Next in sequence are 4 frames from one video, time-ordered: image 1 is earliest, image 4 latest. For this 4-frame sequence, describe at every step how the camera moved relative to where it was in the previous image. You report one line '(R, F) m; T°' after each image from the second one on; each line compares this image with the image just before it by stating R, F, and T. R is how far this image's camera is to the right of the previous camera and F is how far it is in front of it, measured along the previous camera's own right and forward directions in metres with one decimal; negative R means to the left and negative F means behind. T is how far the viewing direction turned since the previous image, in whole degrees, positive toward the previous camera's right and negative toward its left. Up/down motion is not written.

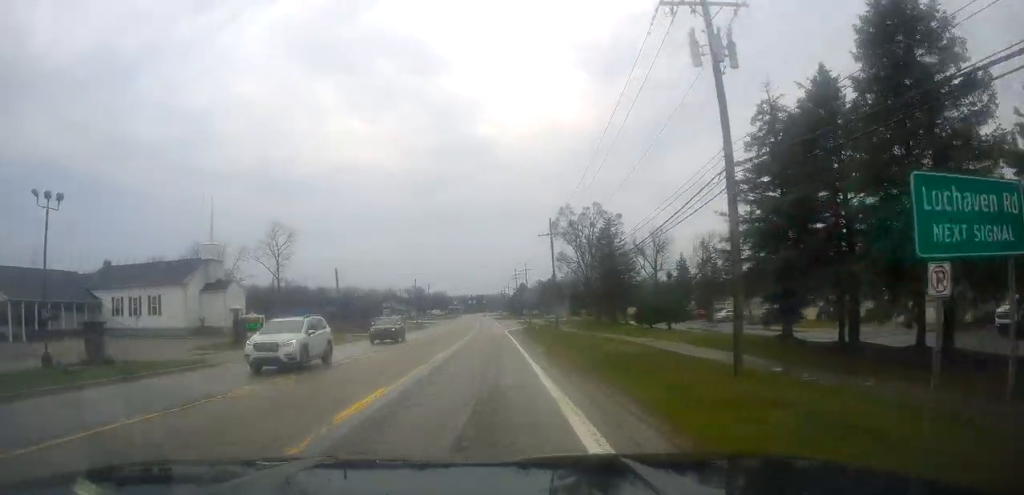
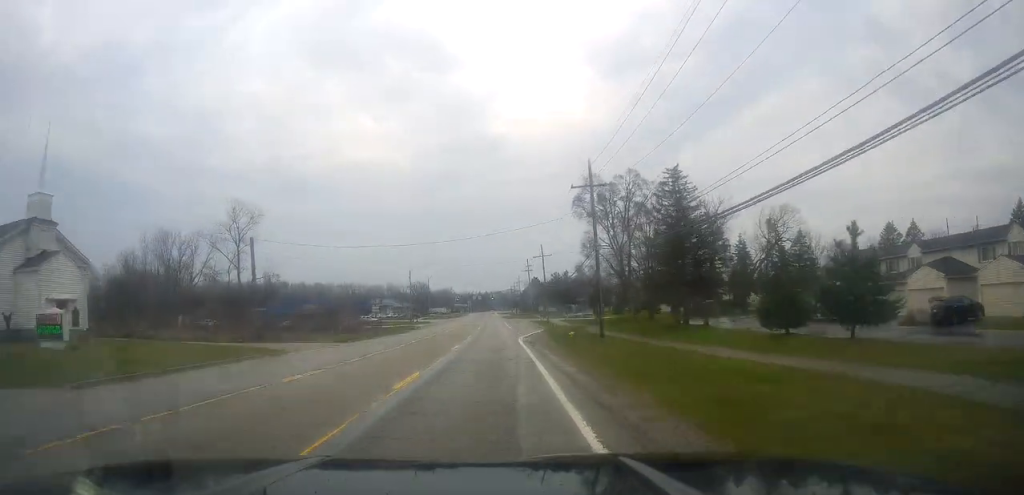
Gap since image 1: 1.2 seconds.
(0.0, +26.2) m; 0°
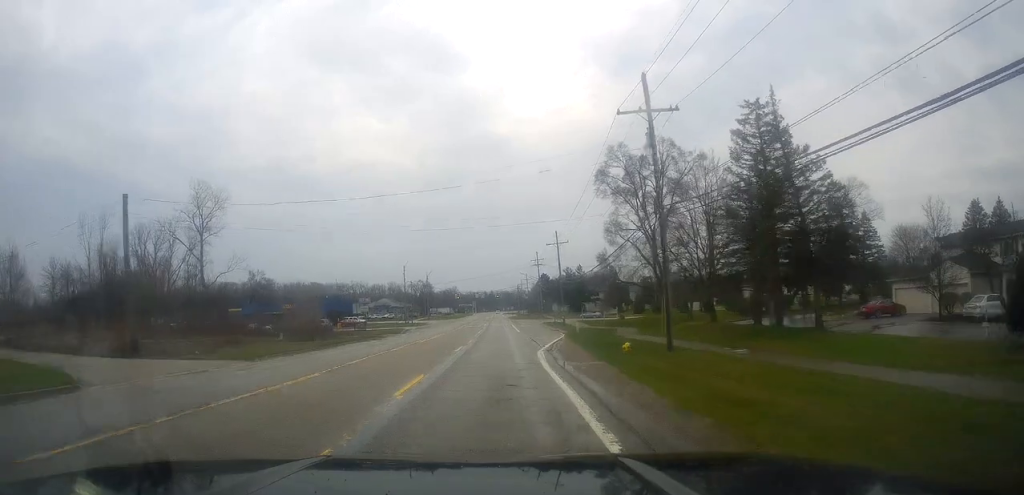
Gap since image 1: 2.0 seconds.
(+0.2, +16.7) m; -1°
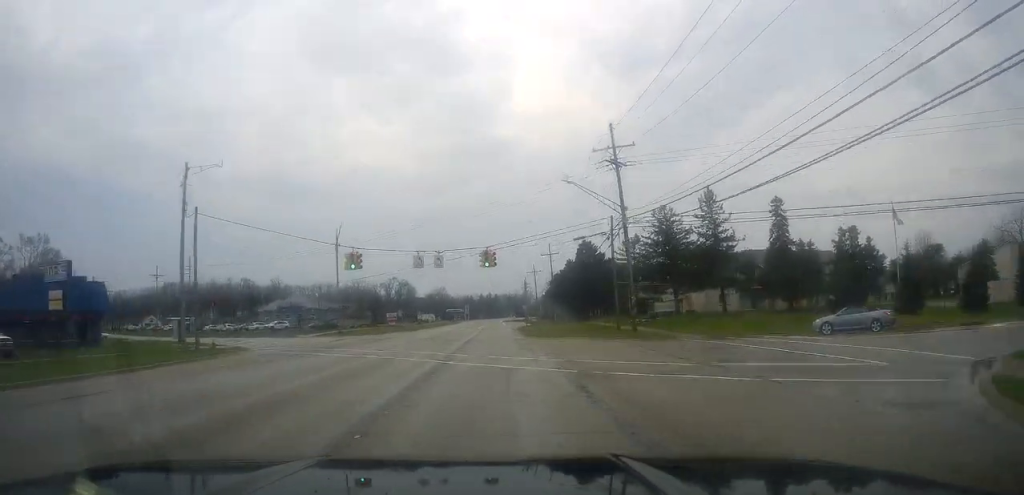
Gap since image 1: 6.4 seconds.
(-1.7, +90.7) m; -1°
